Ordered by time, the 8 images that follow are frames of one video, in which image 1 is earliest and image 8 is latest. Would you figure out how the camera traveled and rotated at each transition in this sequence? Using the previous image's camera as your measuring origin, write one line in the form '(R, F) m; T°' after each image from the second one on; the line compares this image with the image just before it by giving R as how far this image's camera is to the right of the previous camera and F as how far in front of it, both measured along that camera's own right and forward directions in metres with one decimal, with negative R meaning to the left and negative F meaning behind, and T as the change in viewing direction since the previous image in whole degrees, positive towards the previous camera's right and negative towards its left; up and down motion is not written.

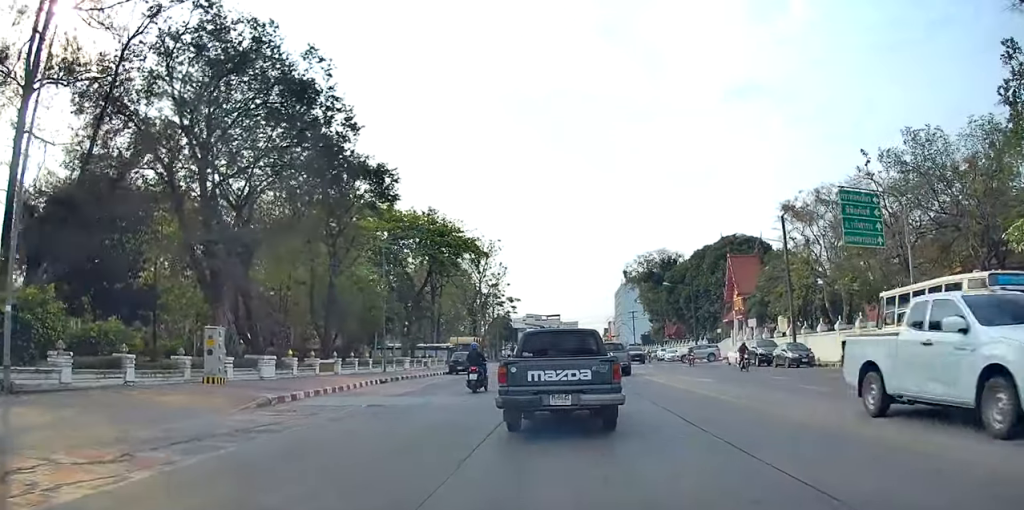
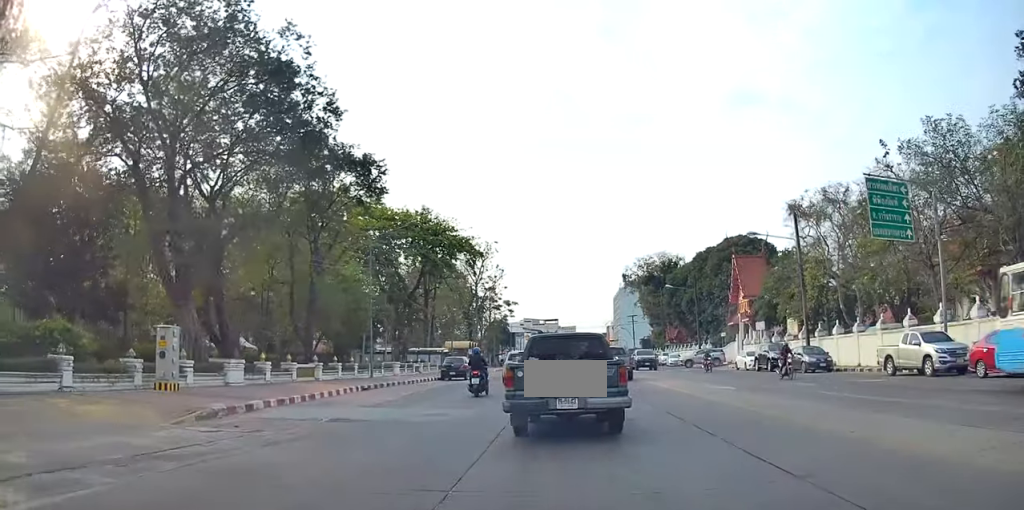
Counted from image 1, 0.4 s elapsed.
(0.0, +3.2) m; 0°
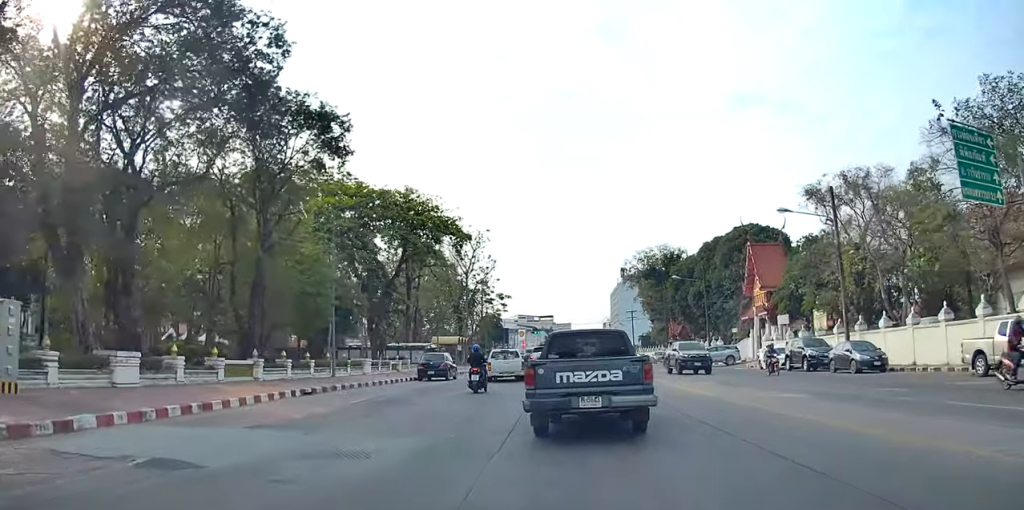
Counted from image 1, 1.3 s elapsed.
(0.0, +7.0) m; 0°
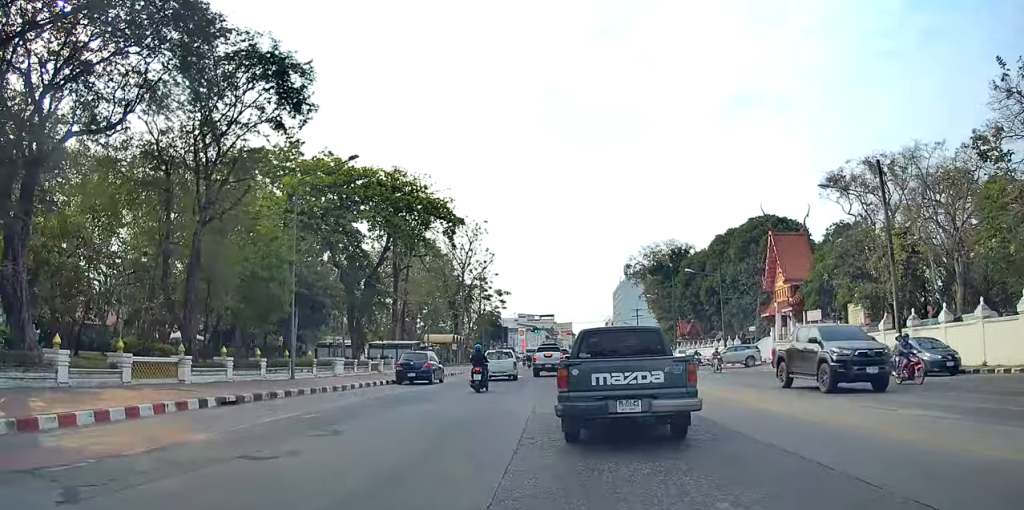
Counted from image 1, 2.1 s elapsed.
(0.0, +6.5) m; -1°
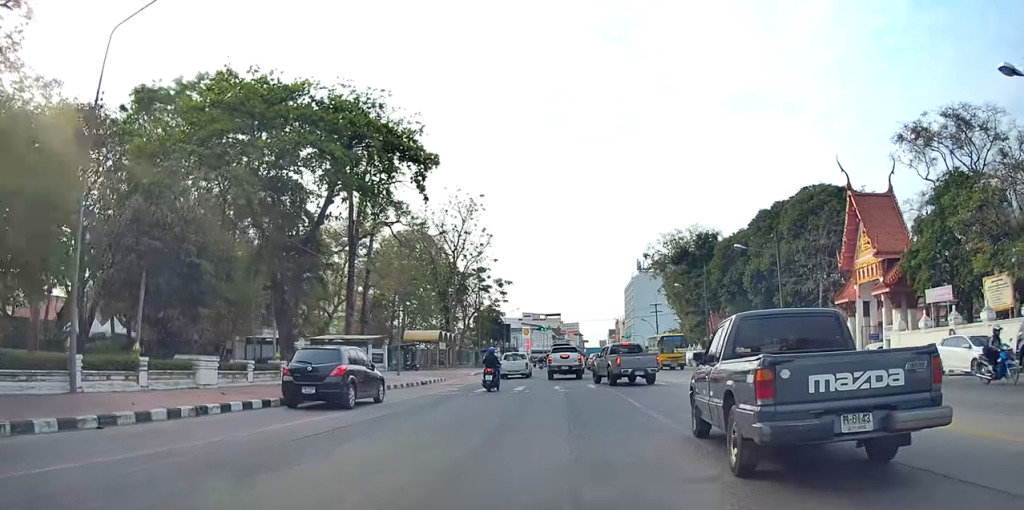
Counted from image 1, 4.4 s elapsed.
(-0.3, +15.0) m; -1°
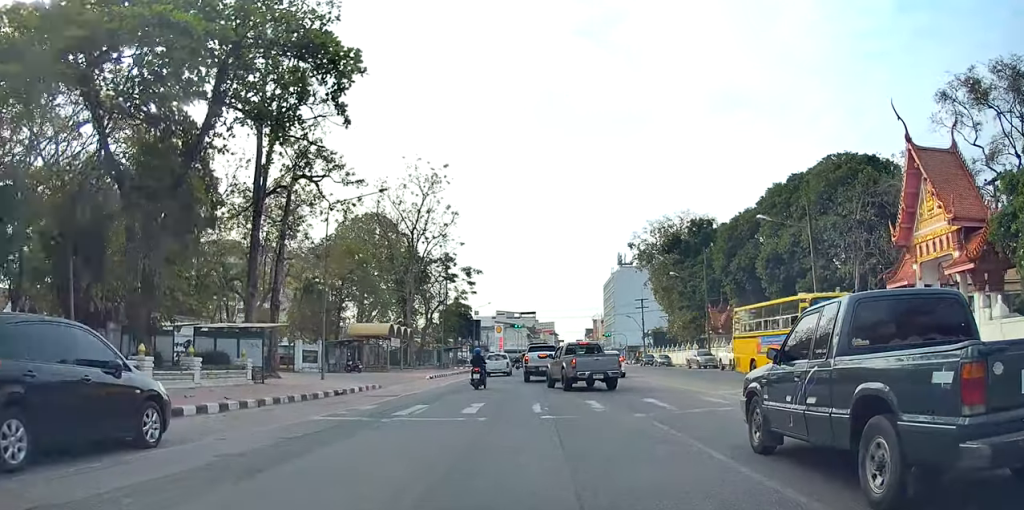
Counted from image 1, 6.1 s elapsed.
(0.0, +10.1) m; +1°
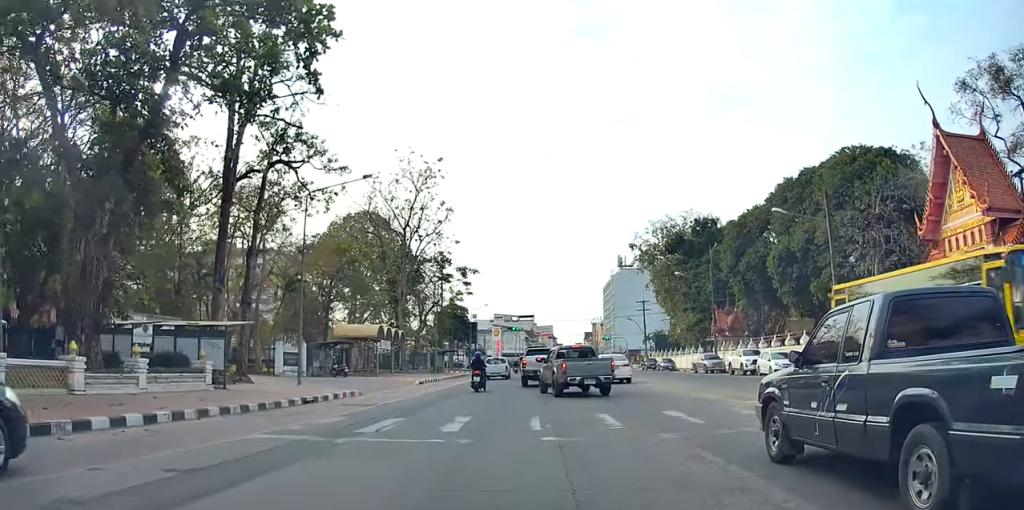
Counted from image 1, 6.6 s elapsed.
(-0.1, +2.8) m; +2°
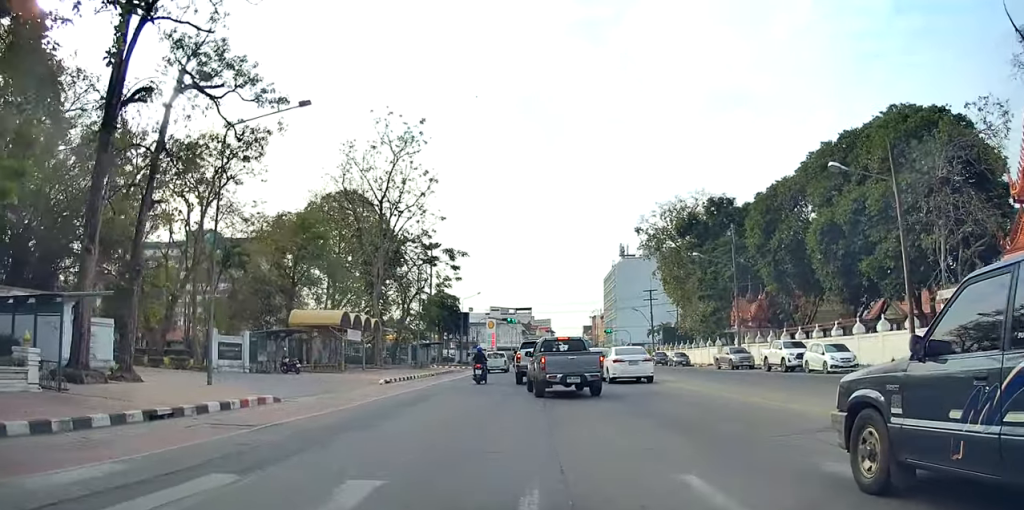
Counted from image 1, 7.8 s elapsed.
(+0.4, +6.8) m; +4°
